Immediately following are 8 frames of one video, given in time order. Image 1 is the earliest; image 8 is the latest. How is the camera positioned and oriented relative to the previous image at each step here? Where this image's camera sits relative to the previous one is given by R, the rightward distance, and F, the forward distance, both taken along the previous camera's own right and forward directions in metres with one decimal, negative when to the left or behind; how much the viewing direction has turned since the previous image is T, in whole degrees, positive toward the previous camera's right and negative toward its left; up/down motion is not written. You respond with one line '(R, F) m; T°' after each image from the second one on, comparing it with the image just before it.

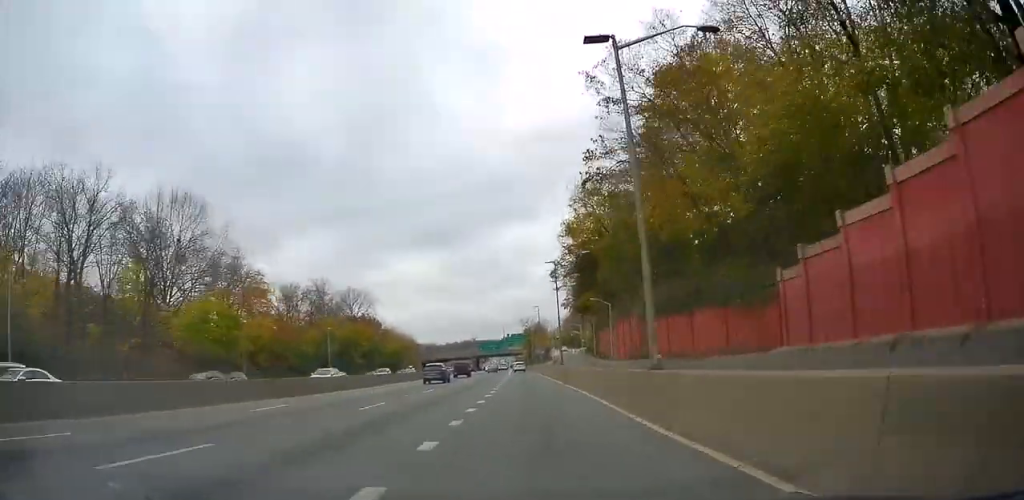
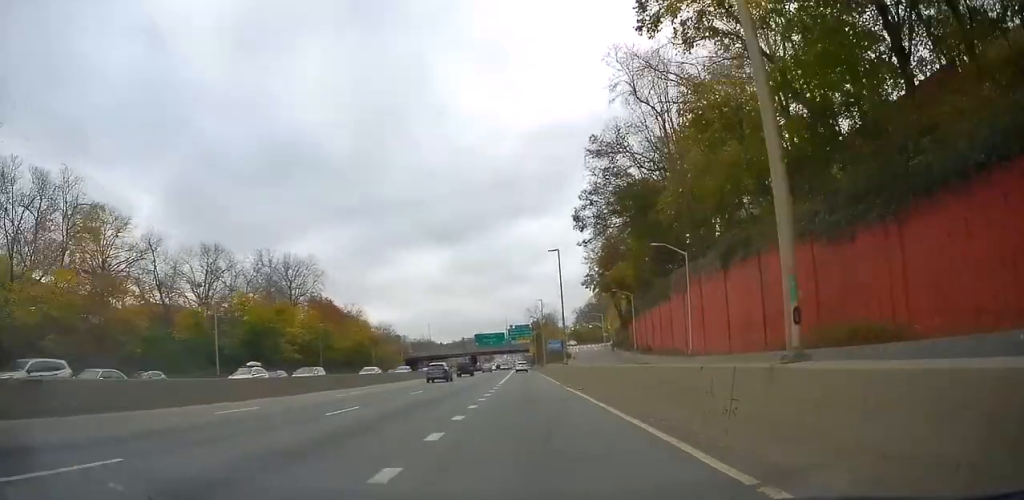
(-0.2, +38.4) m; -1°
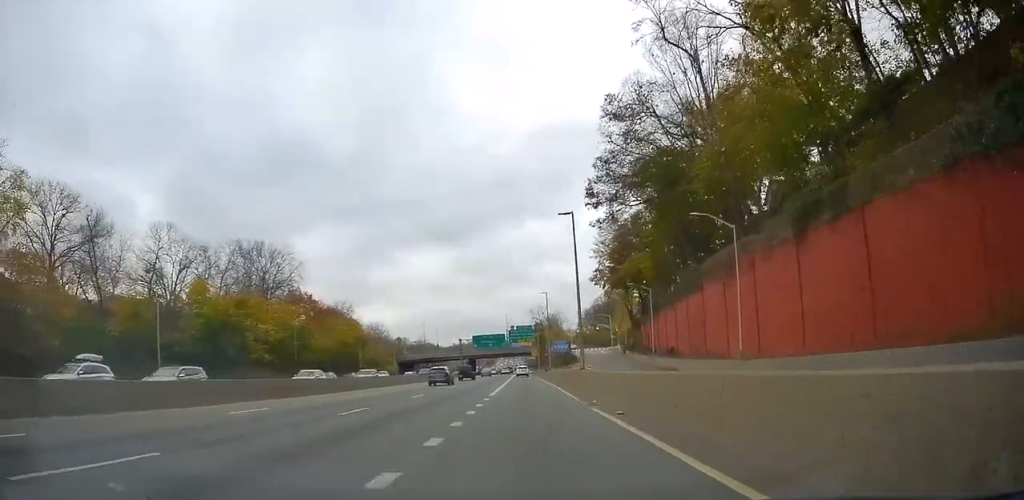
(-0.1, +11.1) m; 0°
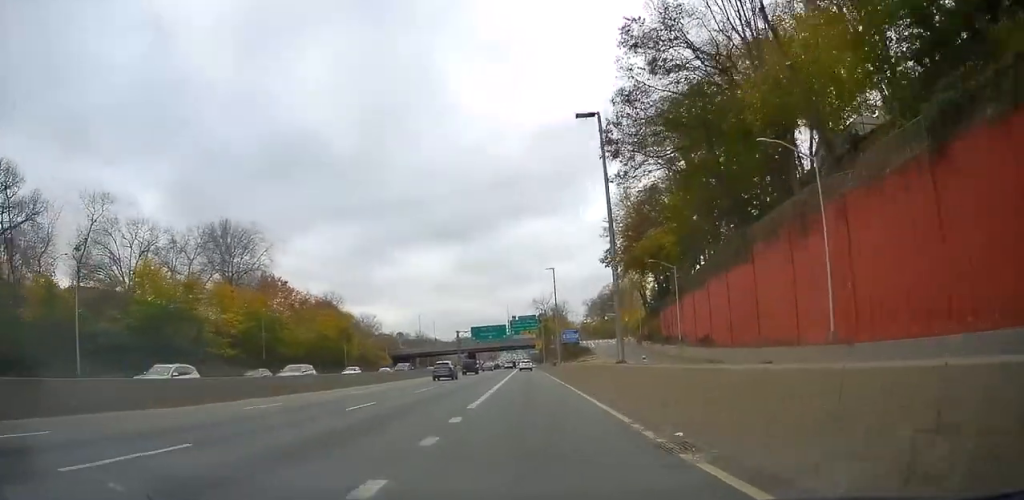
(0.0, +11.6) m; 0°
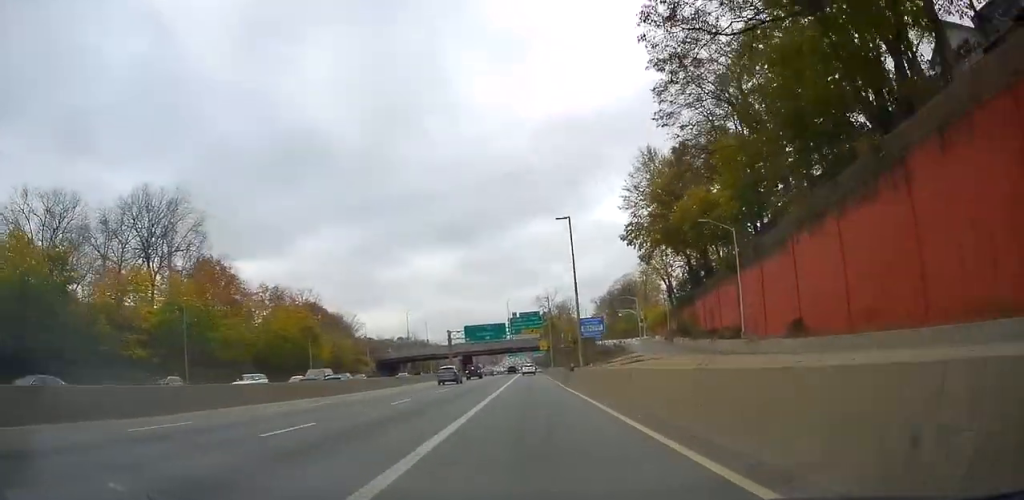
(0.0, +18.8) m; 0°
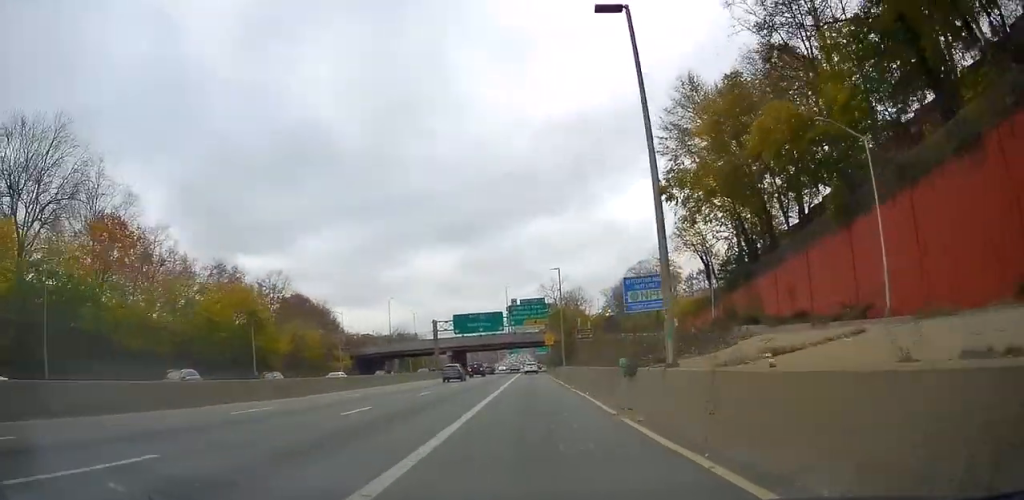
(-0.1, +20.2) m; 0°
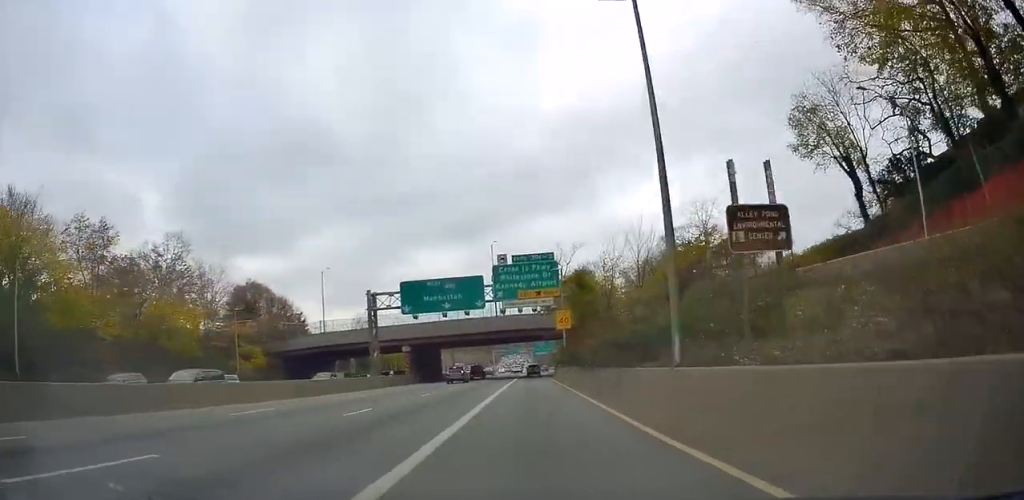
(-0.1, +37.2) m; -1°
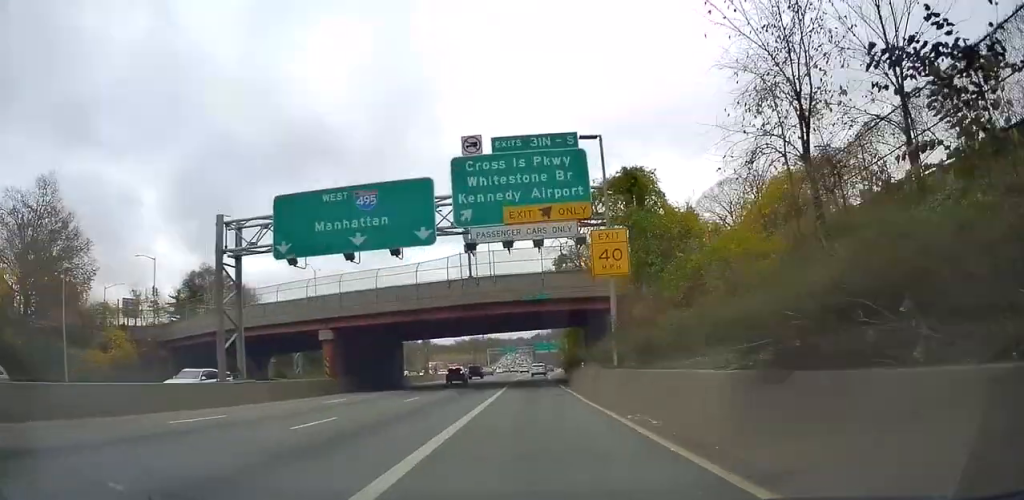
(-0.4, +27.4) m; -1°
